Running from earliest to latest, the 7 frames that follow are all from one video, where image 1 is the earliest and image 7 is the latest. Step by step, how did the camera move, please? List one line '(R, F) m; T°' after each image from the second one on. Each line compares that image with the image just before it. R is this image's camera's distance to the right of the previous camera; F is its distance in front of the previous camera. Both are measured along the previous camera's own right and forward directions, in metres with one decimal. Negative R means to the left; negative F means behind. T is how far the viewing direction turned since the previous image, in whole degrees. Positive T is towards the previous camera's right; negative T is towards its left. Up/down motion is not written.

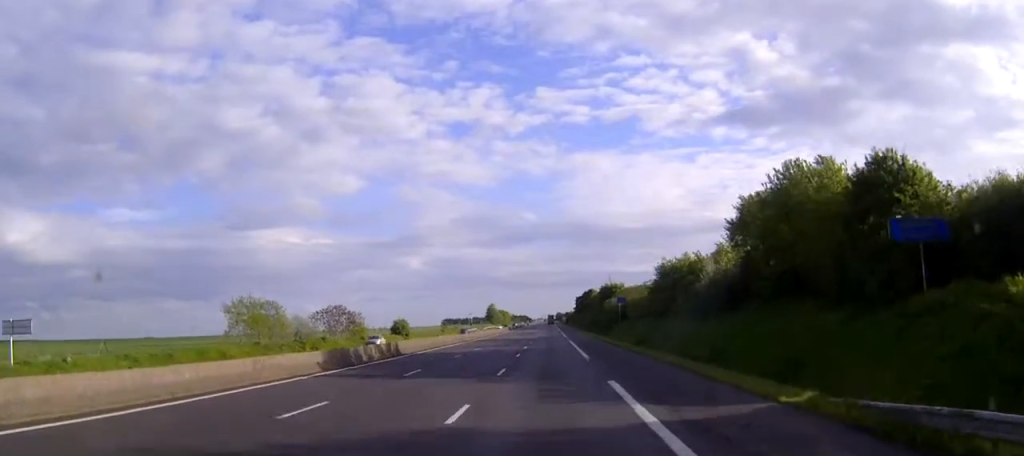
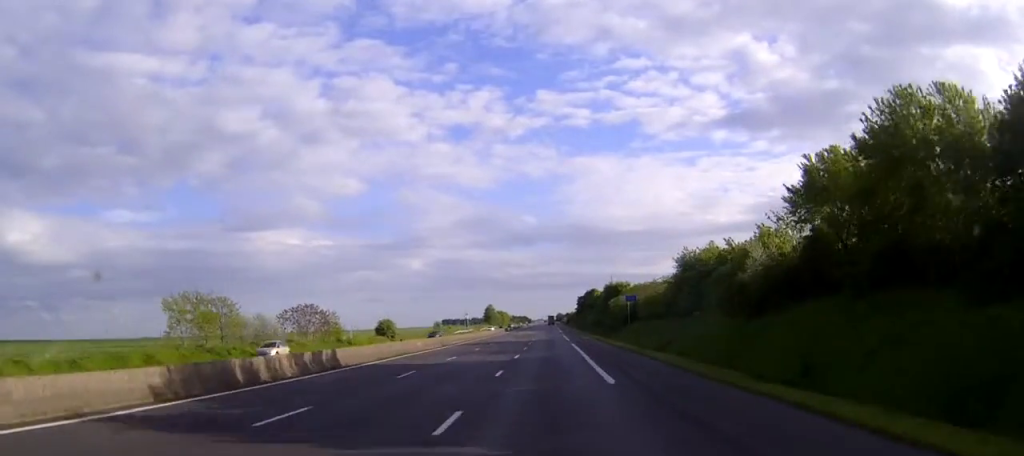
(+0.1, +14.4) m; 0°
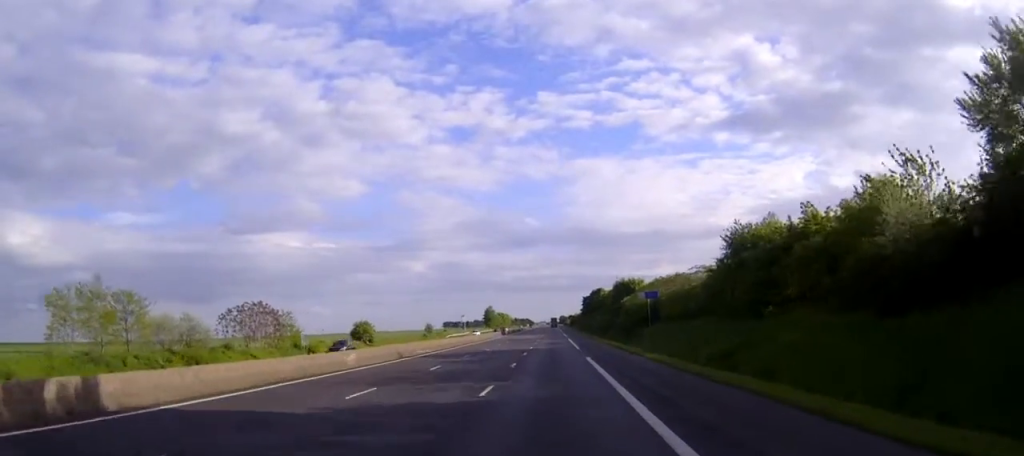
(0.0, +20.3) m; 0°
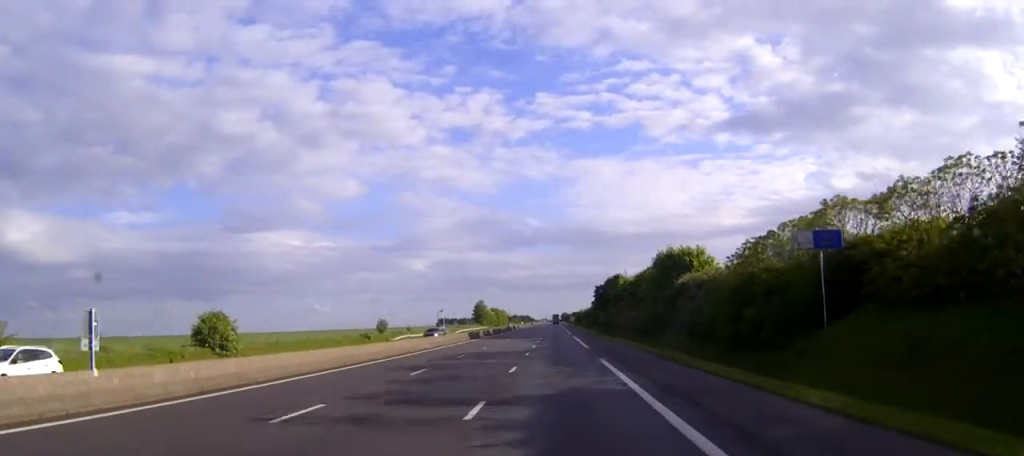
(-0.2, +58.5) m; 0°
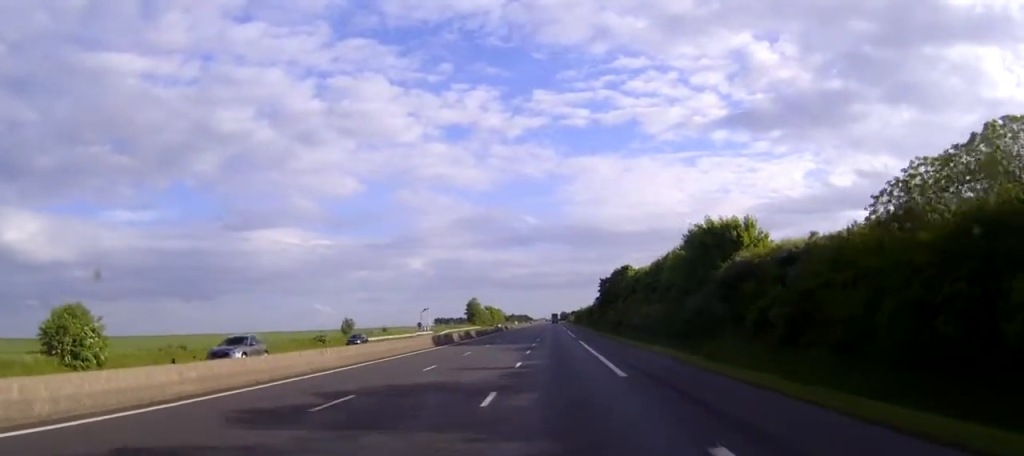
(+0.1, +24.1) m; 0°
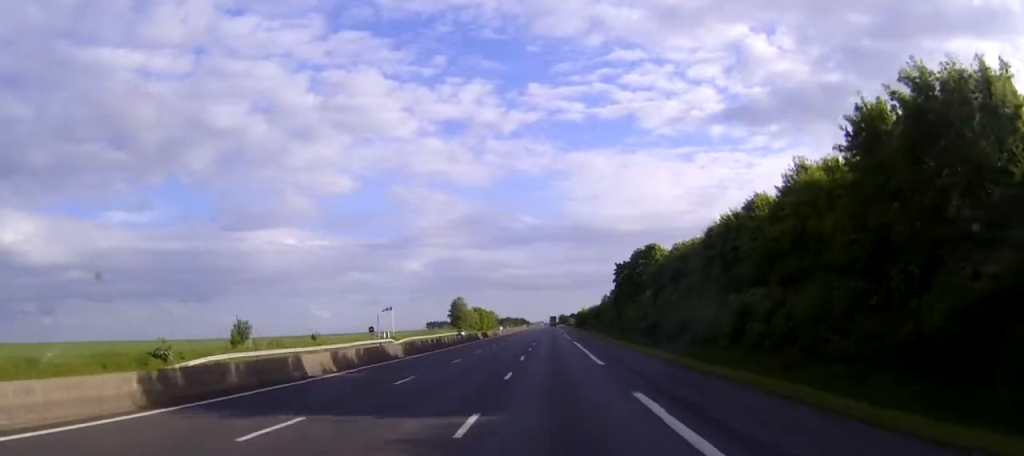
(0.0, +43.2) m; 0°
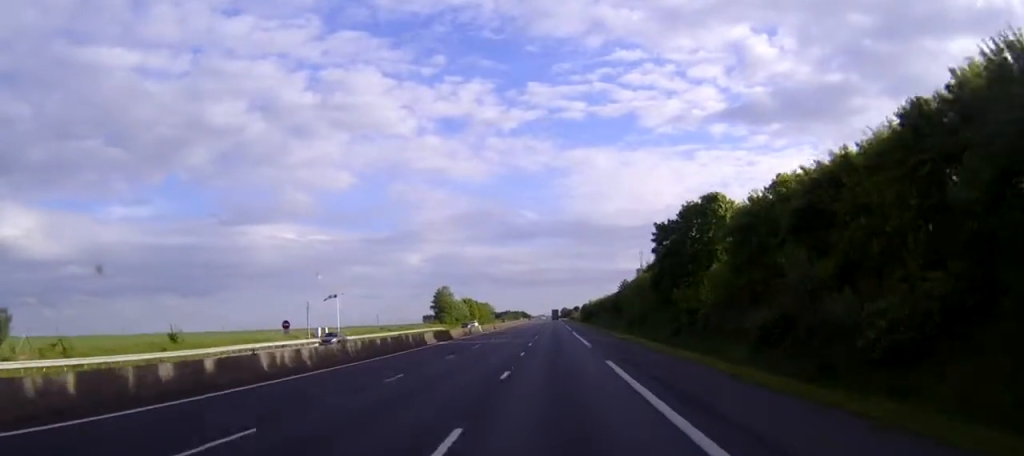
(0.0, +42.2) m; 0°
